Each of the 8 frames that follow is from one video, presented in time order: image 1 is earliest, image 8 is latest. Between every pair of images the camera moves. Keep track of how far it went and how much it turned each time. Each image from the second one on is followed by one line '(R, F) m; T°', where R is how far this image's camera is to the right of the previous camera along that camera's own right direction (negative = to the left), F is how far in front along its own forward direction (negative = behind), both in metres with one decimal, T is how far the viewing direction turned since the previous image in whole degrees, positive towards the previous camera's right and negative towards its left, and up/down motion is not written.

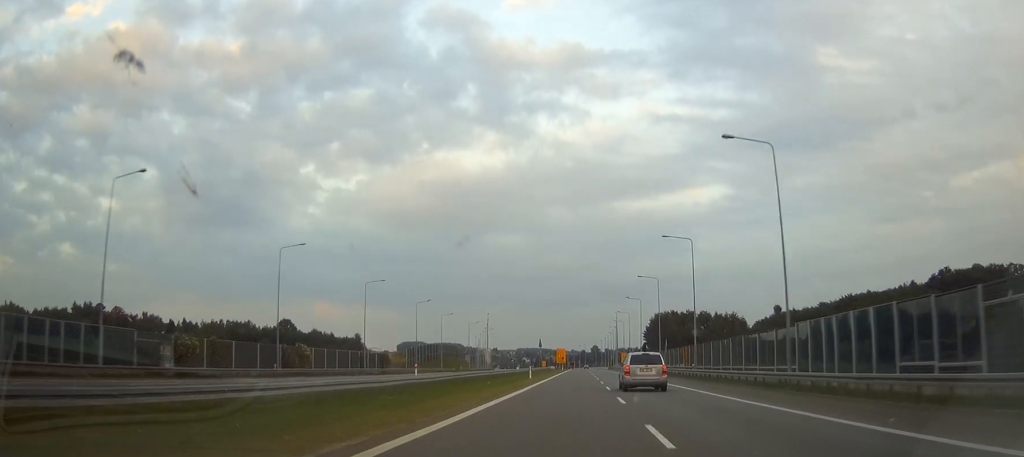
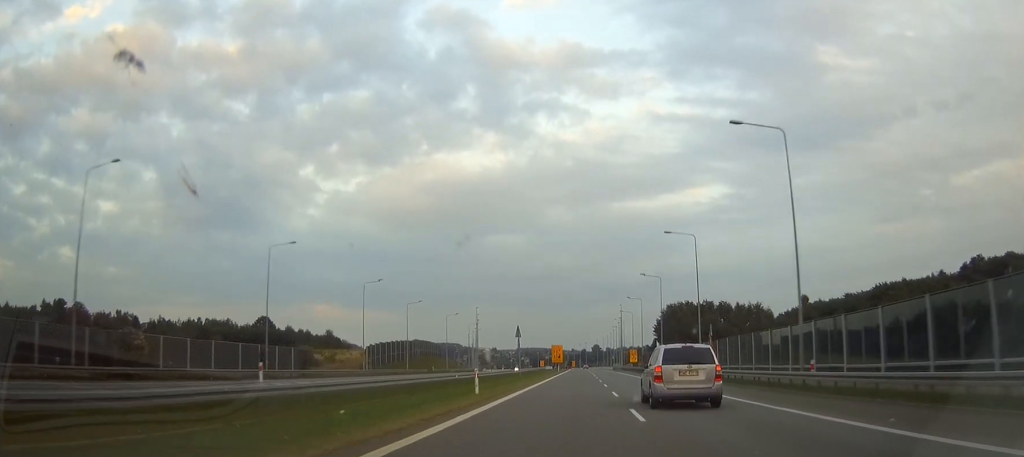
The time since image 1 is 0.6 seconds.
(+0.1, +30.9) m; 0°
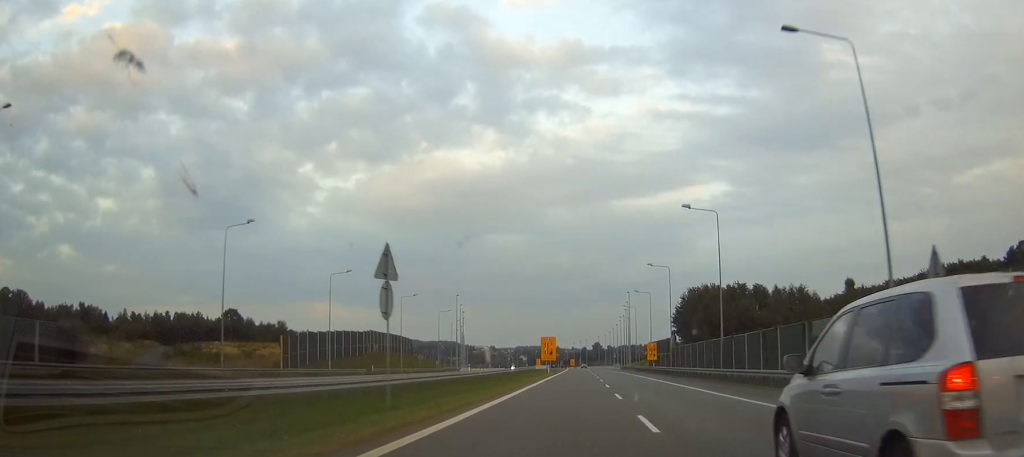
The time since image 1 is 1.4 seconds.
(0.0, +39.0) m; 0°
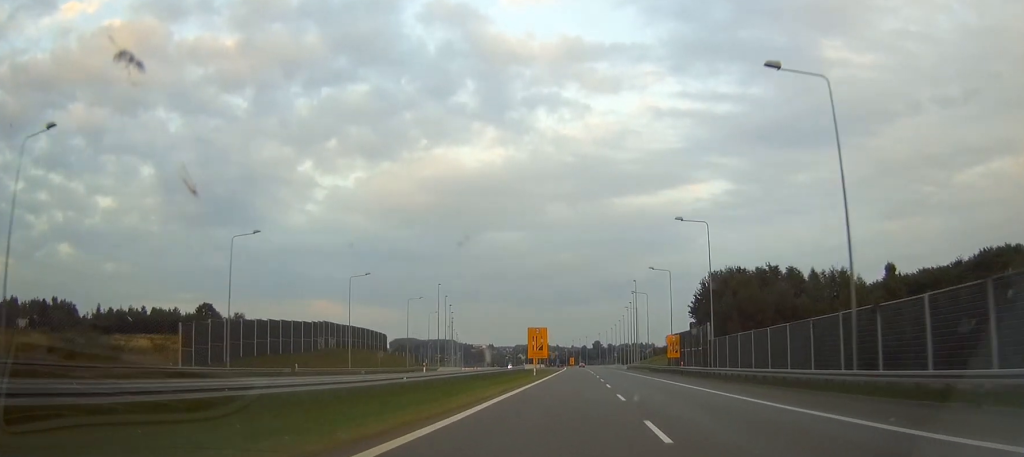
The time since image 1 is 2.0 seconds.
(-0.1, +26.1) m; 0°
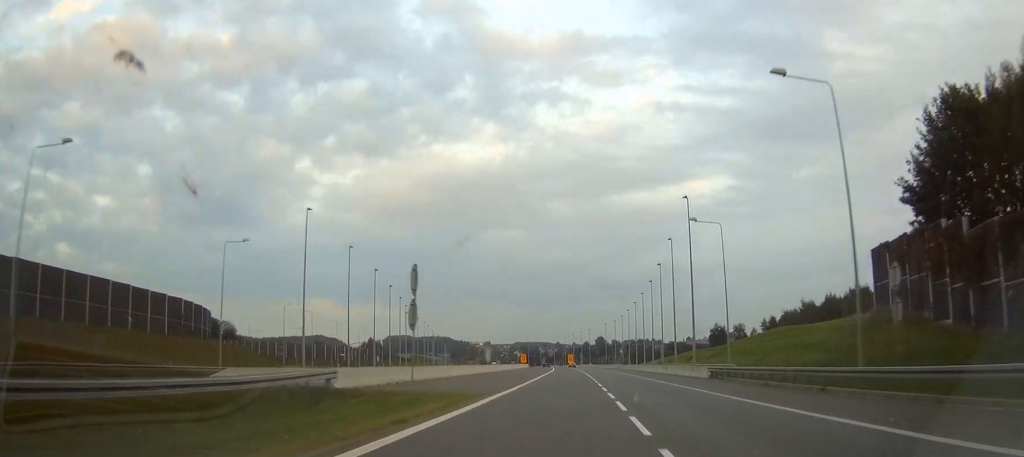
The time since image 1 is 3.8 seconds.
(-0.8, +89.7) m; -1°
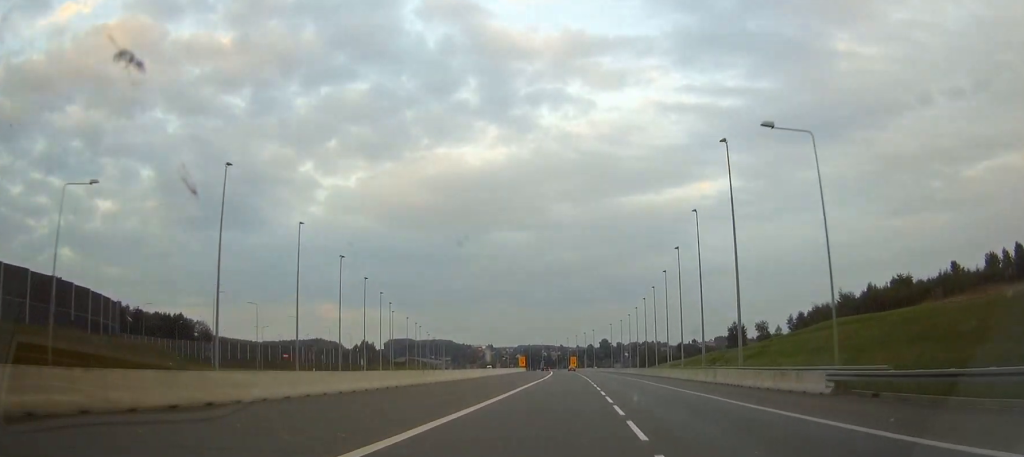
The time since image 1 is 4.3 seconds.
(0.0, +24.5) m; 0°
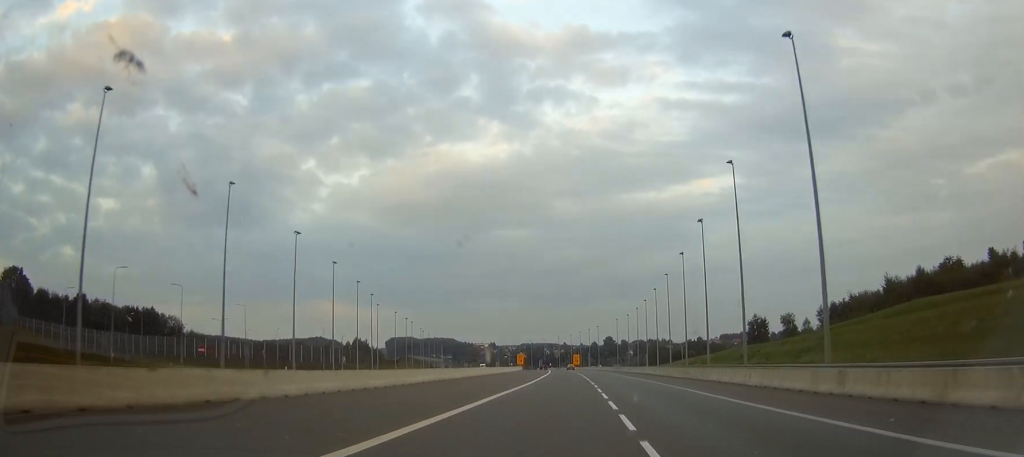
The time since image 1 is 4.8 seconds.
(0.0, +22.9) m; 0°
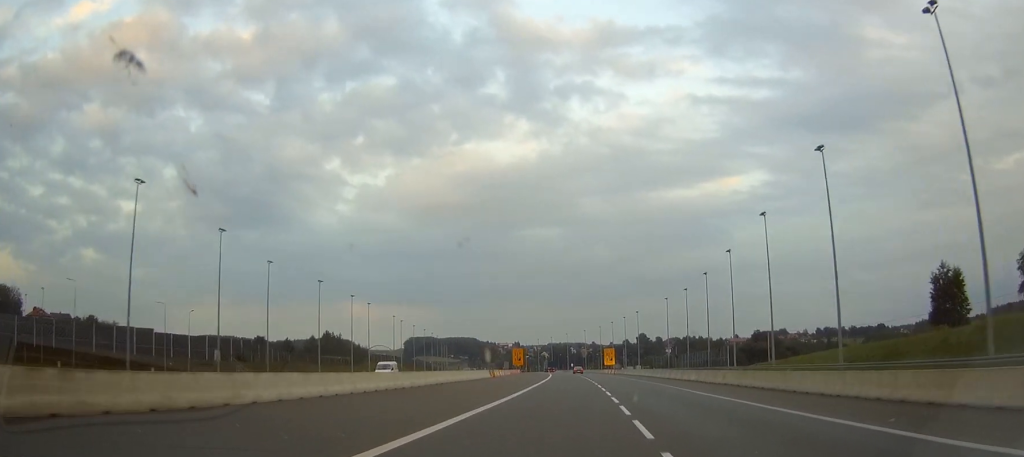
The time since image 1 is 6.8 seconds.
(+0.1, +98.1) m; -1°
